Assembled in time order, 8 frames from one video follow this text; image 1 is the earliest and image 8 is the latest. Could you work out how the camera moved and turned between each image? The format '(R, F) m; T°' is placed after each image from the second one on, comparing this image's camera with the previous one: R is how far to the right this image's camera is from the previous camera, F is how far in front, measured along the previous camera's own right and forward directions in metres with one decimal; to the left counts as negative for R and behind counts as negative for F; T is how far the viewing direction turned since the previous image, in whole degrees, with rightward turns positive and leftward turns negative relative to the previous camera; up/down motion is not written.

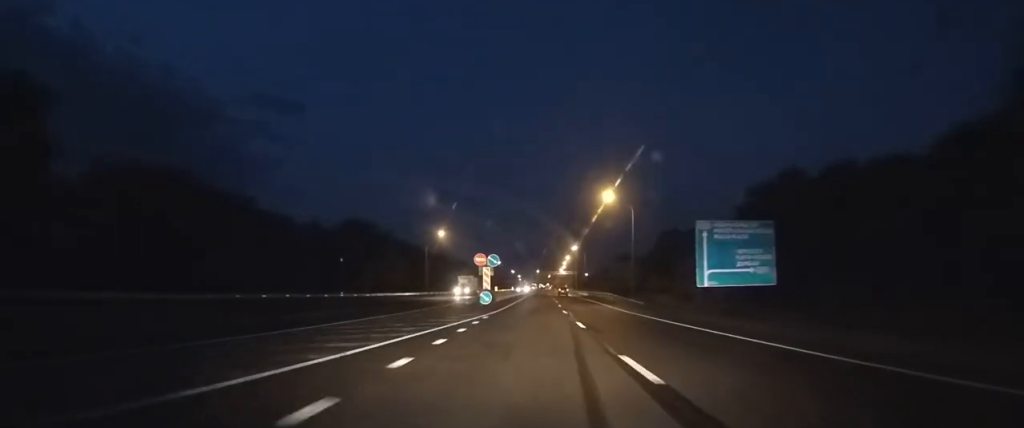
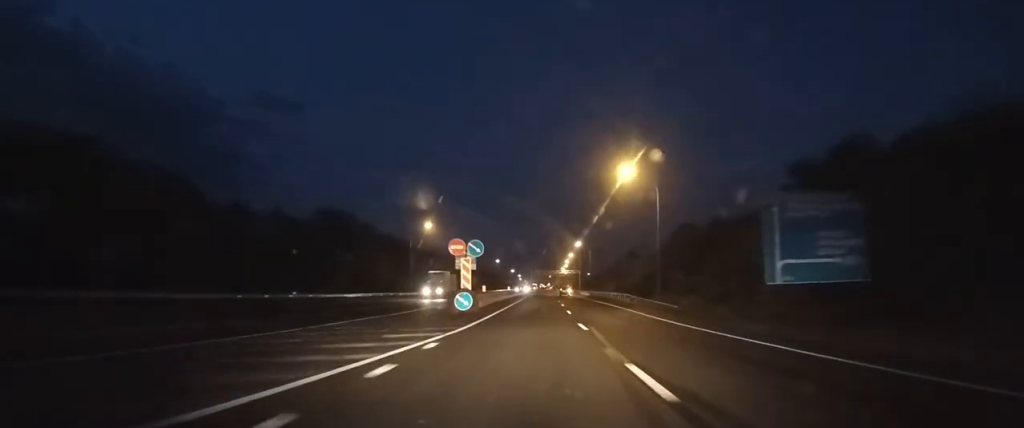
(-0.1, +11.4) m; +2°
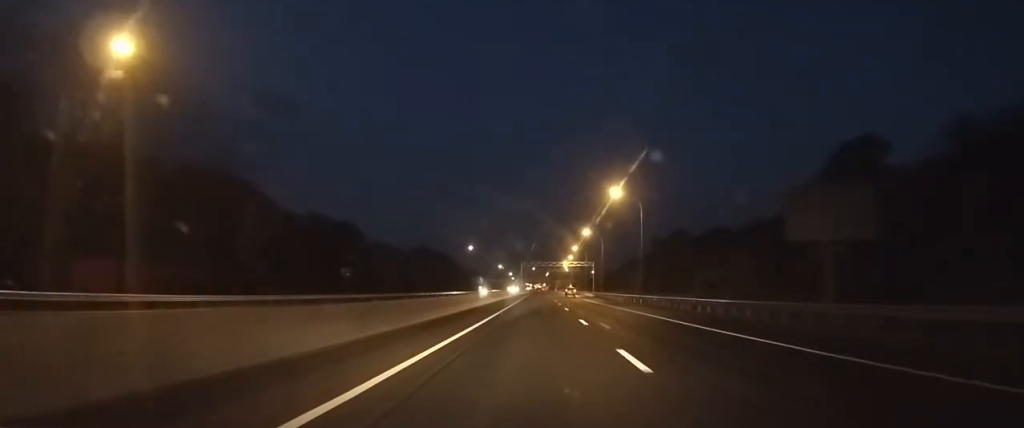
(+3.3, +64.4) m; +2°
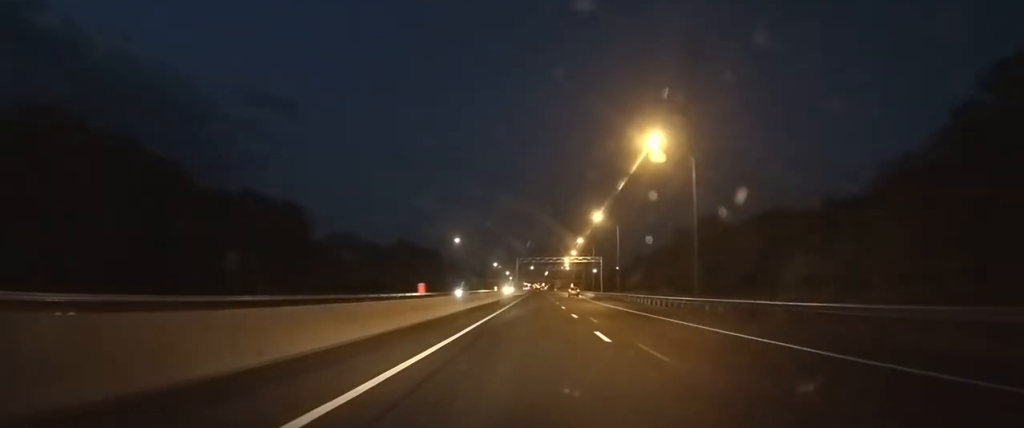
(+0.2, +21.0) m; 0°
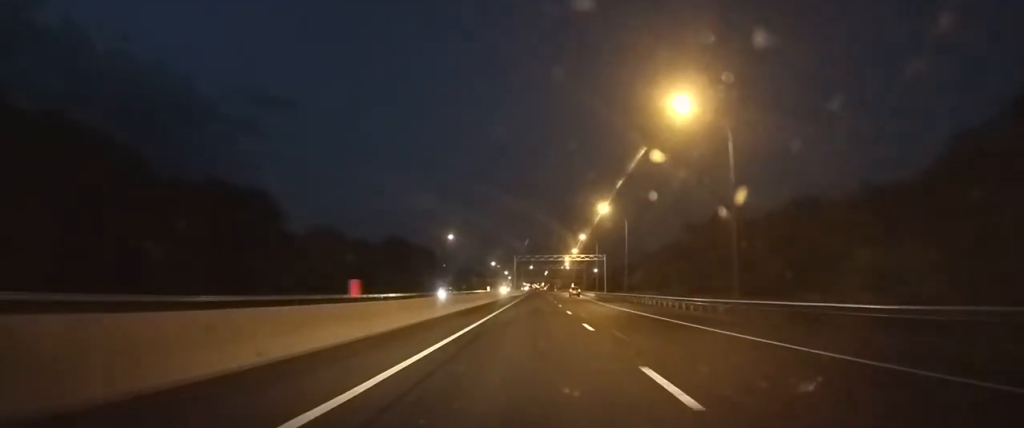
(0.0, +8.0) m; 0°
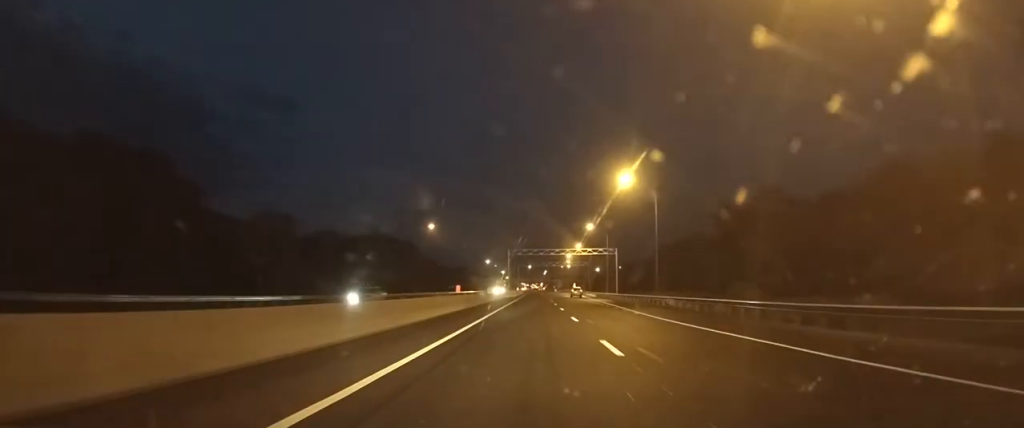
(0.0, +18.8) m; 0°
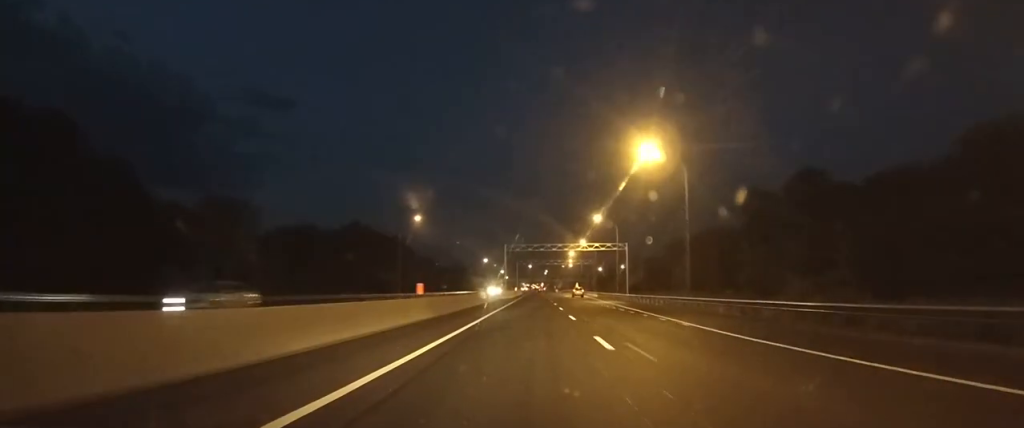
(0.0, +10.8) m; 0°
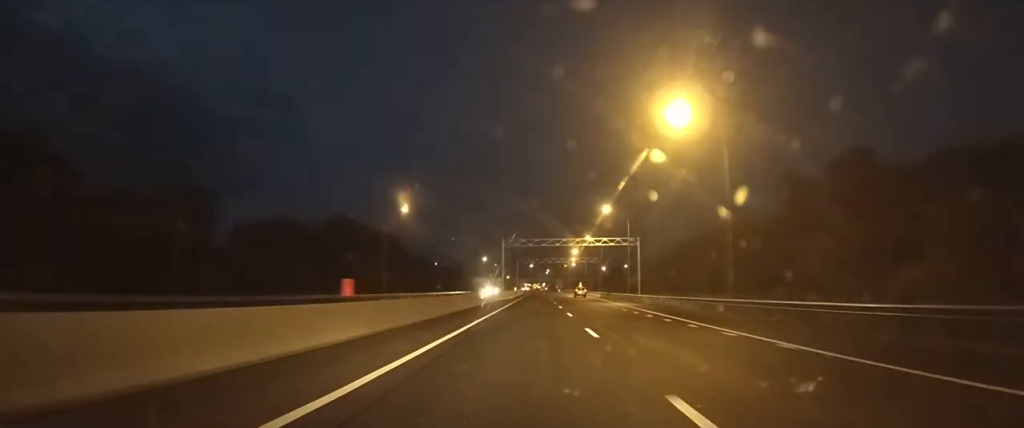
(-0.1, +8.8) m; 0°
